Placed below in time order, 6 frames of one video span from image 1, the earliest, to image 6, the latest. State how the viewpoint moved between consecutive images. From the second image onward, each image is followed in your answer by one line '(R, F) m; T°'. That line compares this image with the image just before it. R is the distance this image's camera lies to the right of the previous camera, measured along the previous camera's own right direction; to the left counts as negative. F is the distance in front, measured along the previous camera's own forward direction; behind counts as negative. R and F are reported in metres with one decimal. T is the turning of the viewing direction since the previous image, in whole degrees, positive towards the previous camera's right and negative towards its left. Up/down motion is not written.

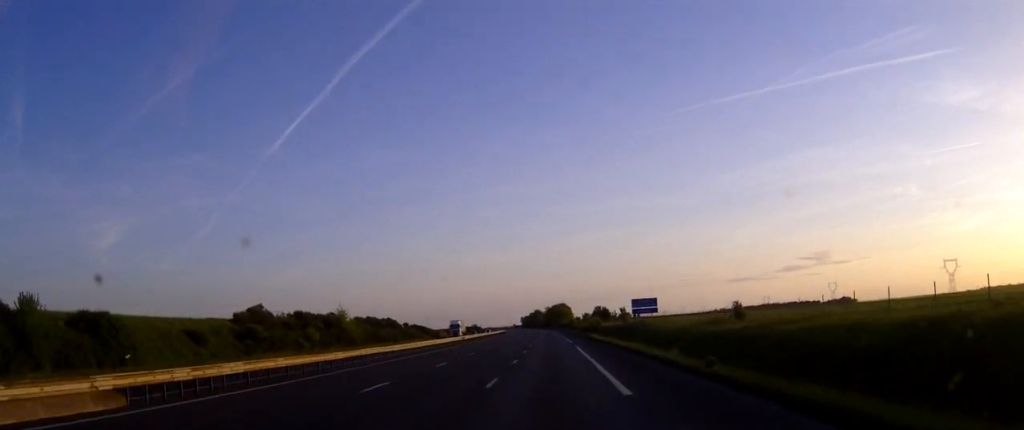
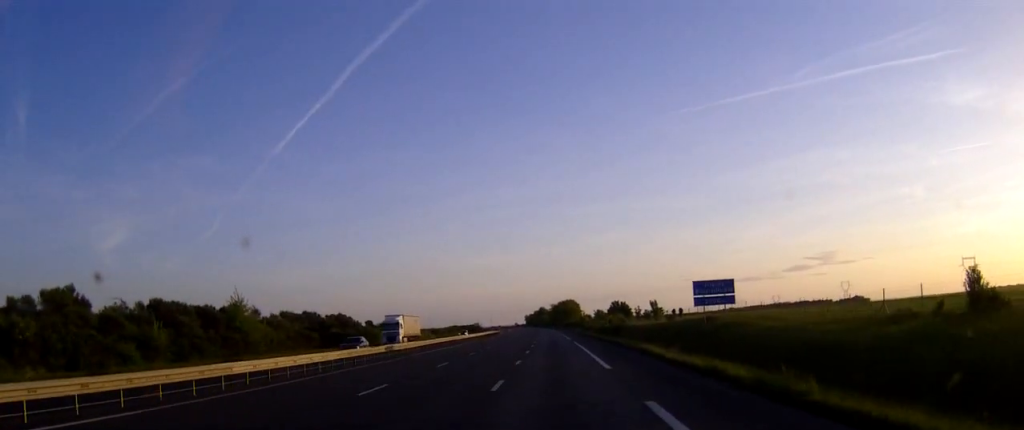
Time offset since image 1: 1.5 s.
(-0.1, +40.6) m; -1°
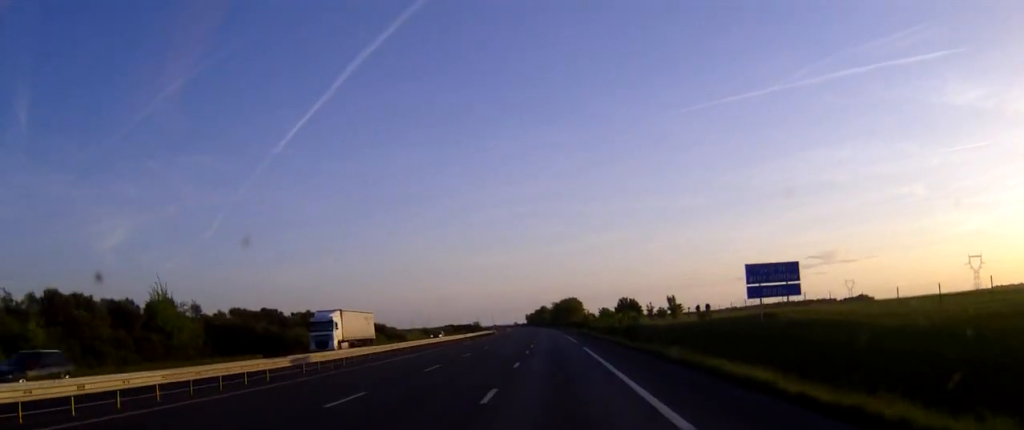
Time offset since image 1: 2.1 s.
(0.0, +16.2) m; 0°
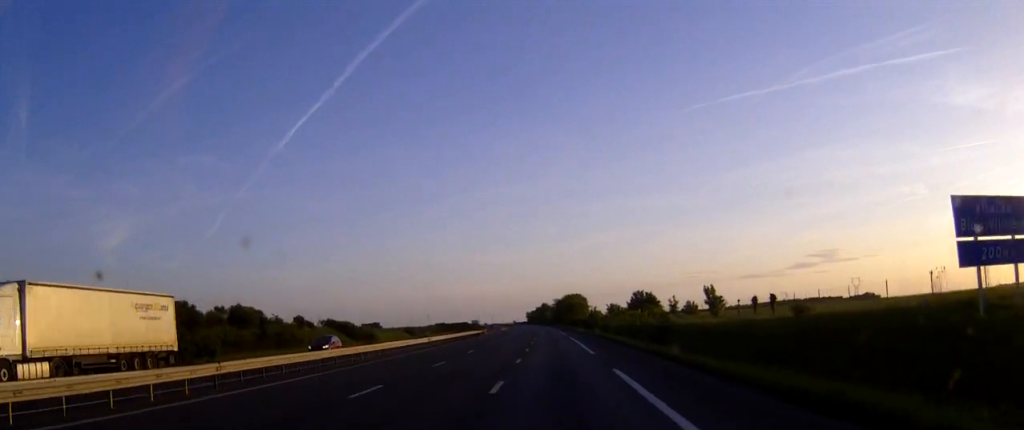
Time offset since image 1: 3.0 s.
(-0.1, +24.3) m; 0°
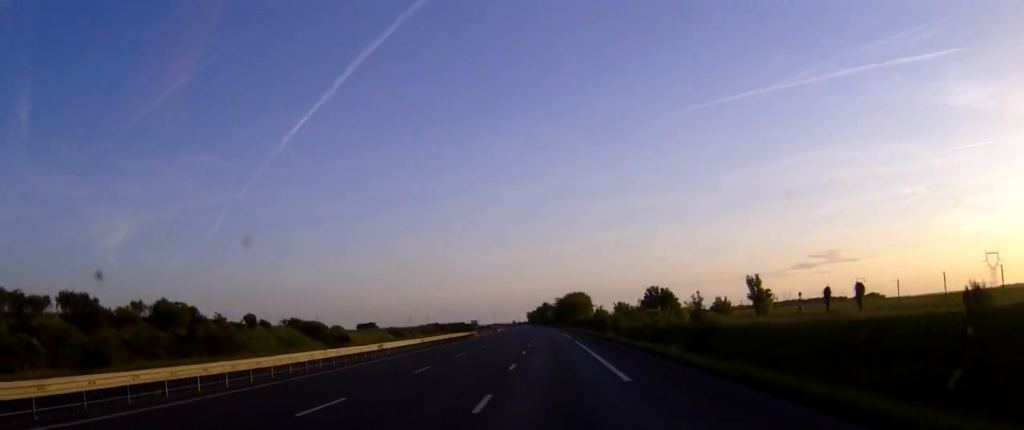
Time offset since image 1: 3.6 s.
(0.0, +17.1) m; 0°
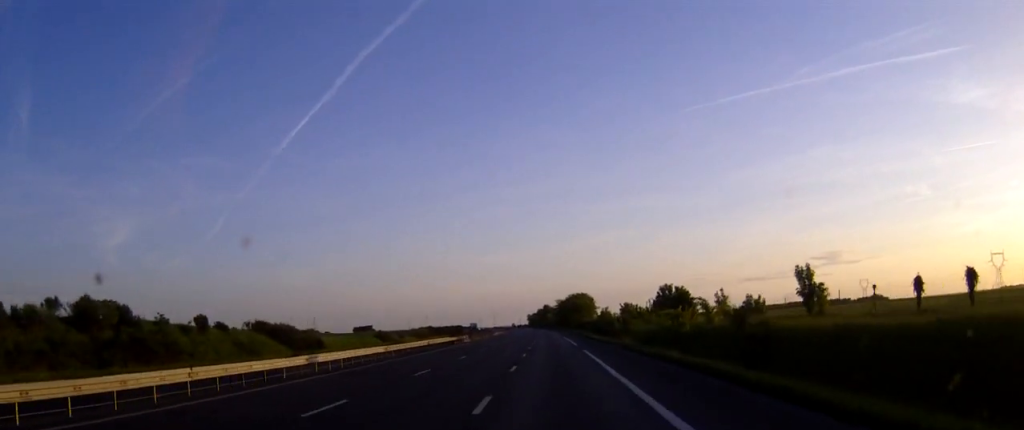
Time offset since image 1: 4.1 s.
(0.0, +12.6) m; 0°
